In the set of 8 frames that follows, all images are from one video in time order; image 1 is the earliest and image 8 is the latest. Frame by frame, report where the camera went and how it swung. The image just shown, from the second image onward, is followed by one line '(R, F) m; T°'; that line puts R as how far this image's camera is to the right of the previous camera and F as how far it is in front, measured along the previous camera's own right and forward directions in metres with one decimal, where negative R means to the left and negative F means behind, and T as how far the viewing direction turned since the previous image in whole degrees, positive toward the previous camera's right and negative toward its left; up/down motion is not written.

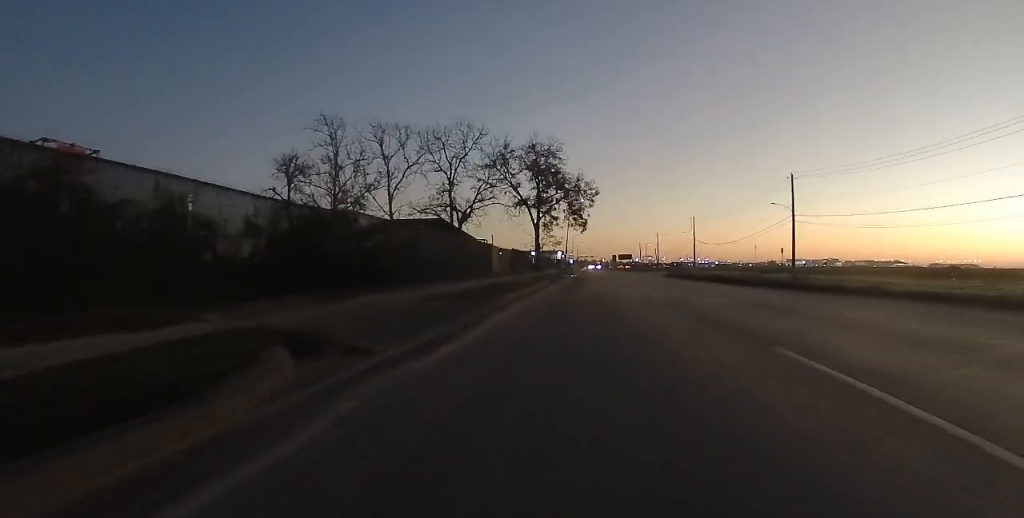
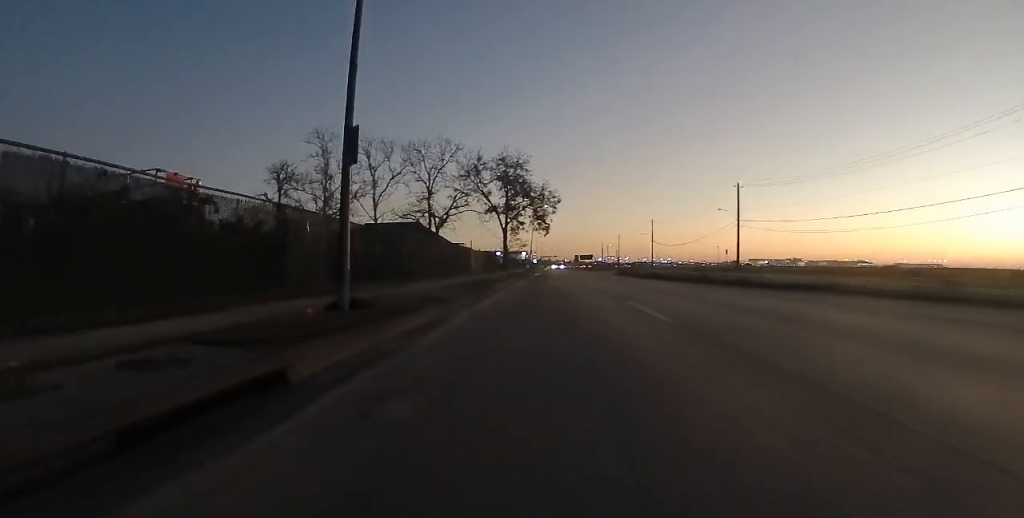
(0.0, +7.6) m; +2°
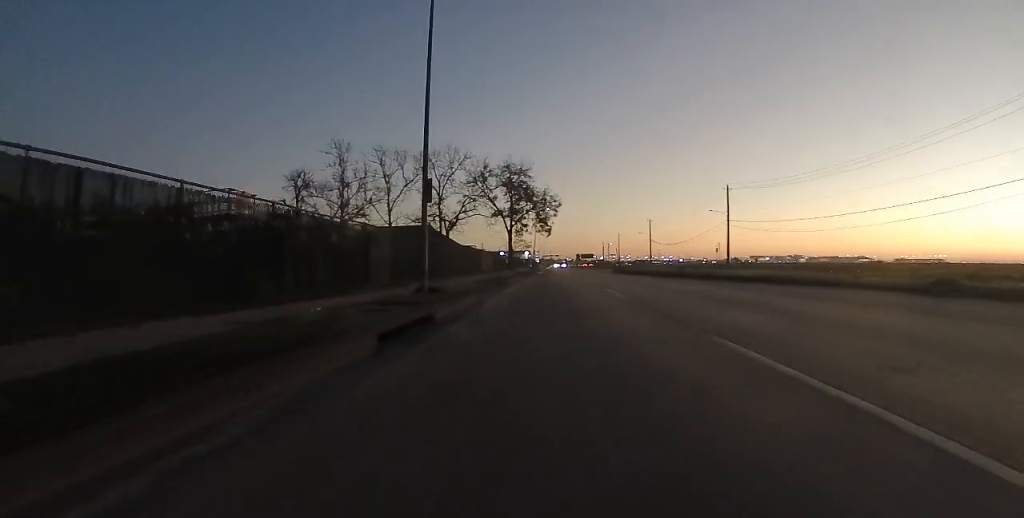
(+0.1, +5.6) m; -1°
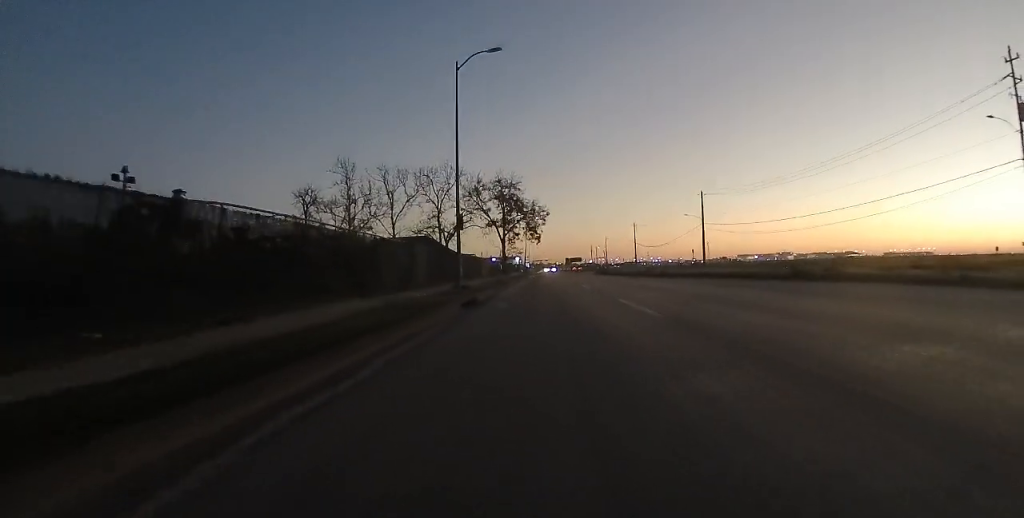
(-0.2, +7.6) m; -1°
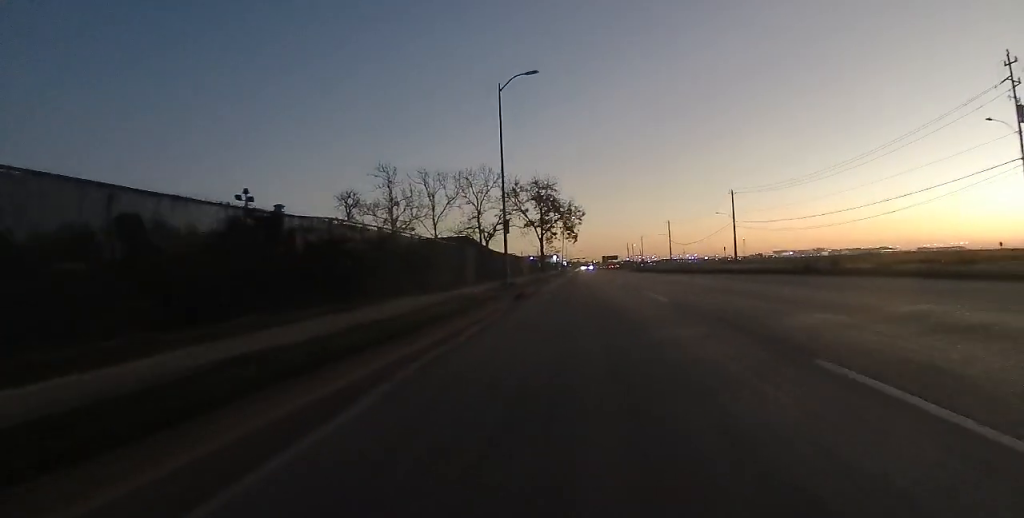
(-0.1, +3.0) m; 0°
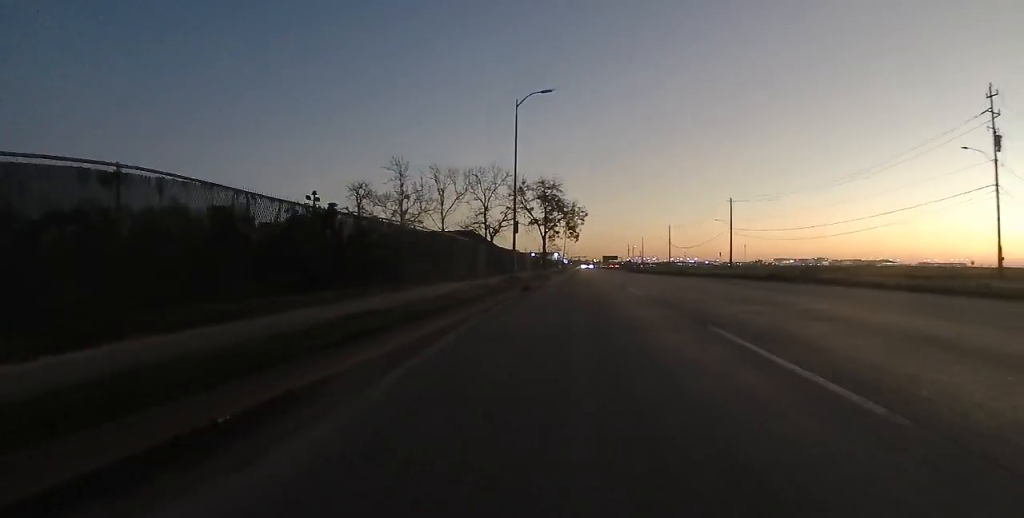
(+0.2, +3.4) m; 0°
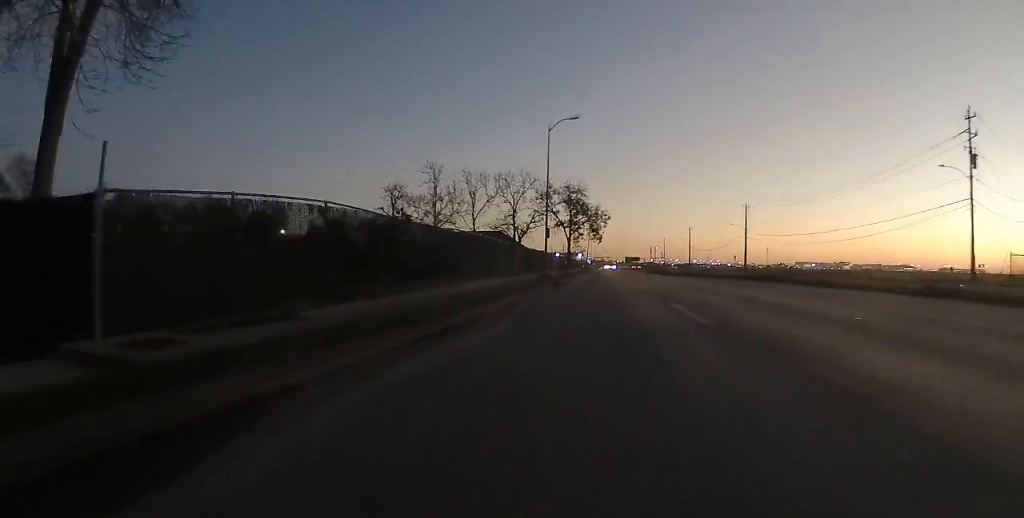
(-0.1, +5.5) m; -1°
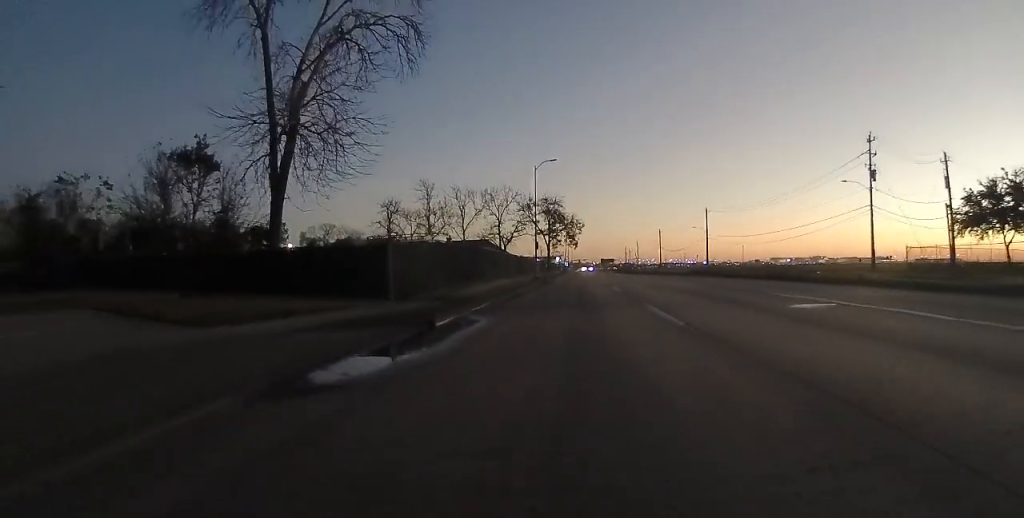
(-0.2, +12.0) m; -1°
